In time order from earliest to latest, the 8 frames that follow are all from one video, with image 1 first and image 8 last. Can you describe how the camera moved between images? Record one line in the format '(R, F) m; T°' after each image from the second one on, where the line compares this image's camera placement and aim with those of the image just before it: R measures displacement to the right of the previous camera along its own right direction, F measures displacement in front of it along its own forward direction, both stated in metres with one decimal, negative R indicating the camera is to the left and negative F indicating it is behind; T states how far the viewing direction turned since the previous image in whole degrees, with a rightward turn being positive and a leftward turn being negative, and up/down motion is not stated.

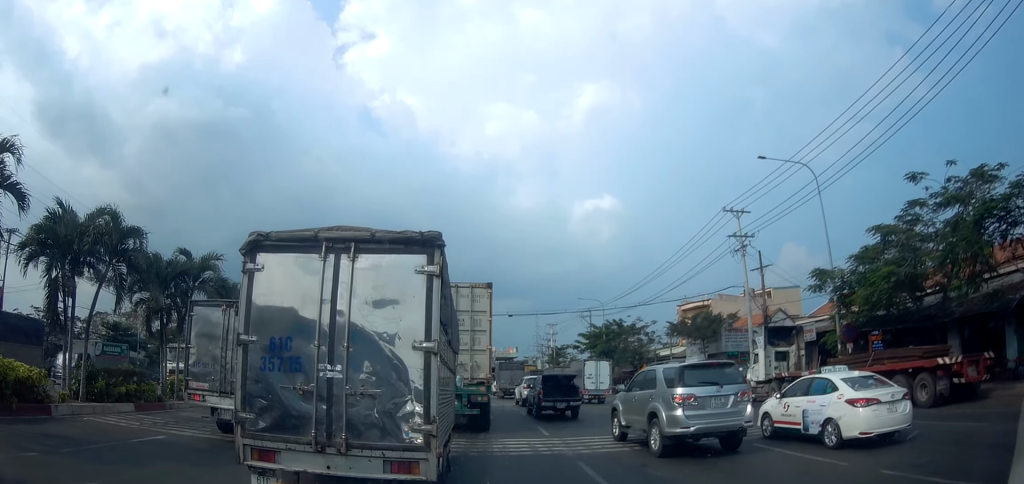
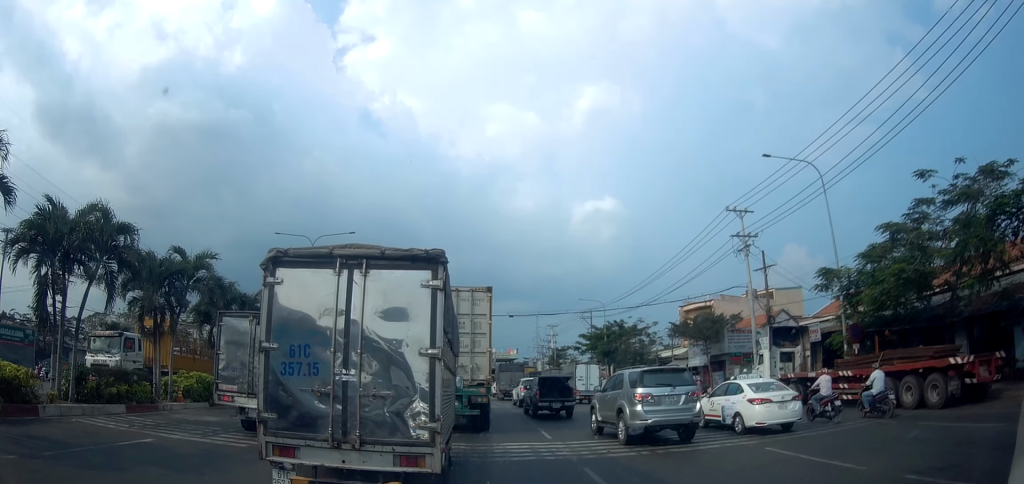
(0.0, +0.6) m; 0°
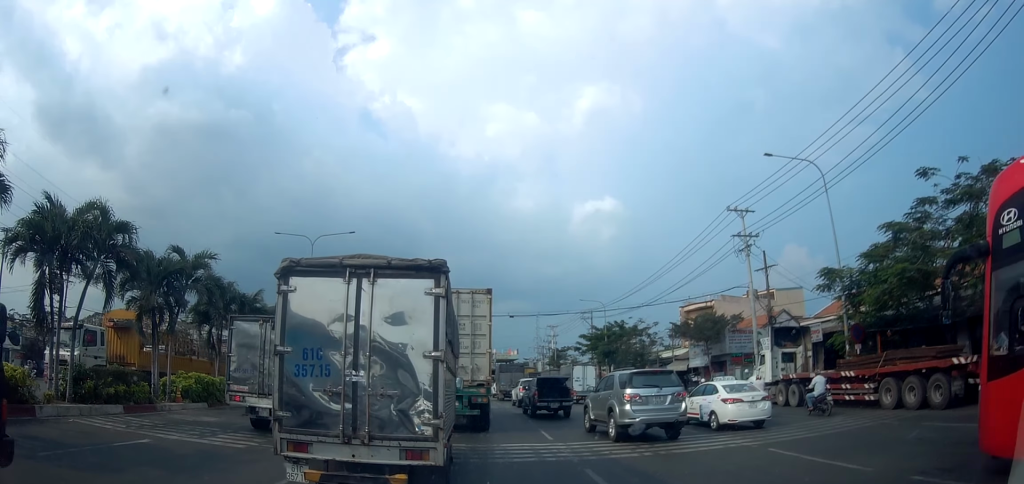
(0.0, 0.0) m; 0°
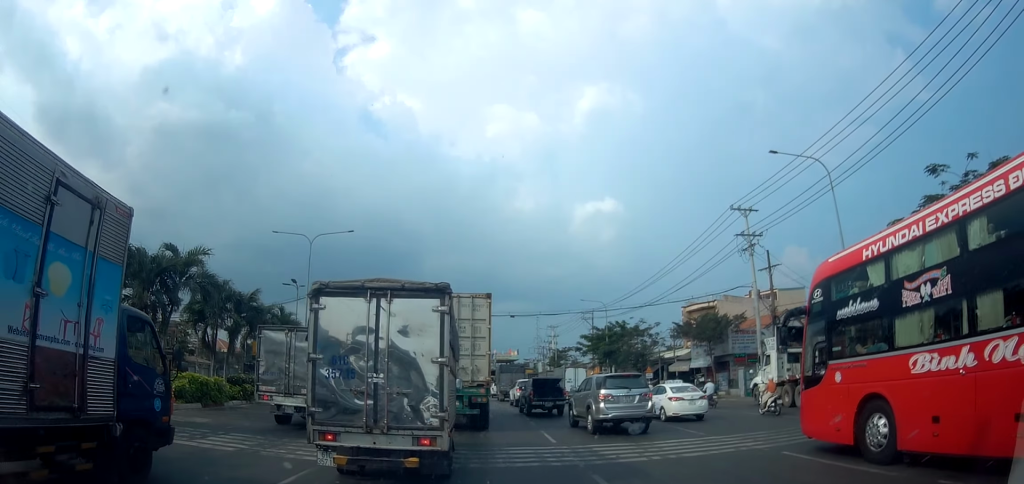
(-0.1, +0.7) m; 0°
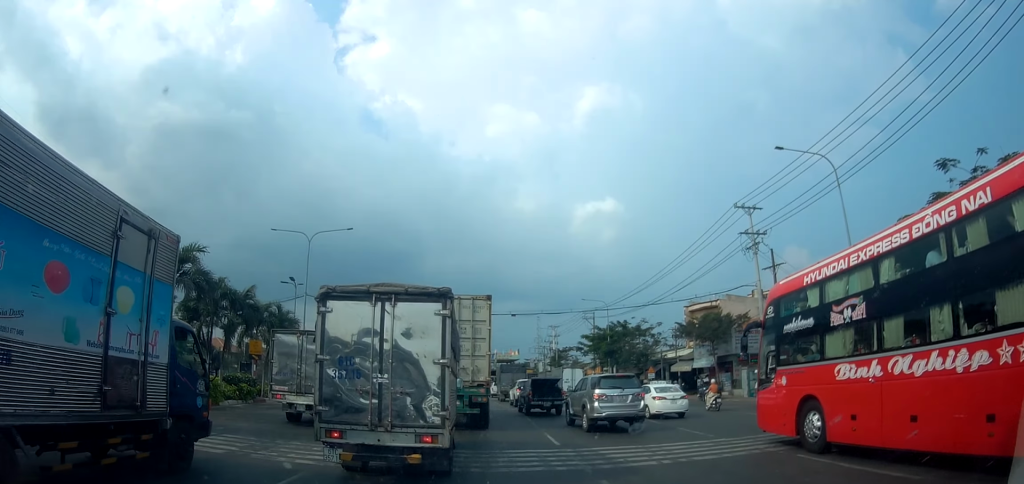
(0.0, +0.5) m; 0°
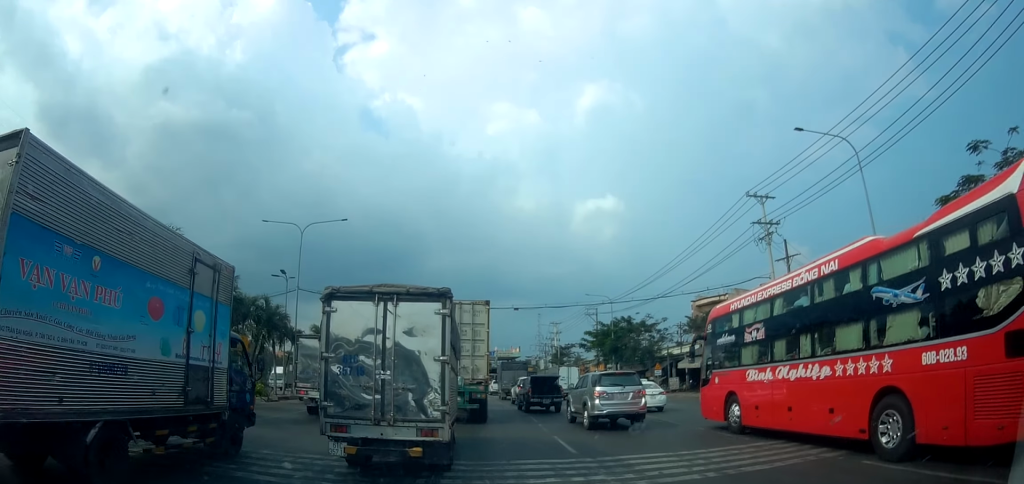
(+0.2, +1.2) m; 0°
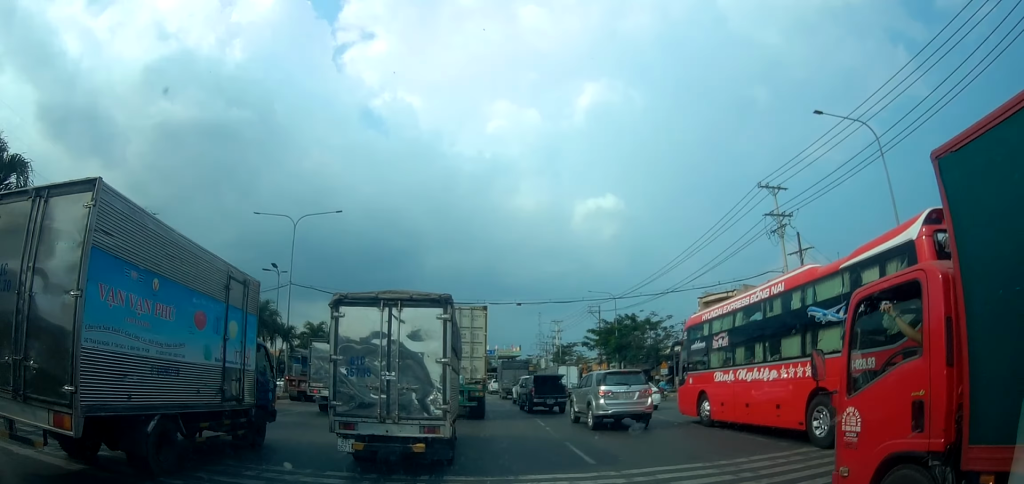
(+0.8, +0.8) m; +1°
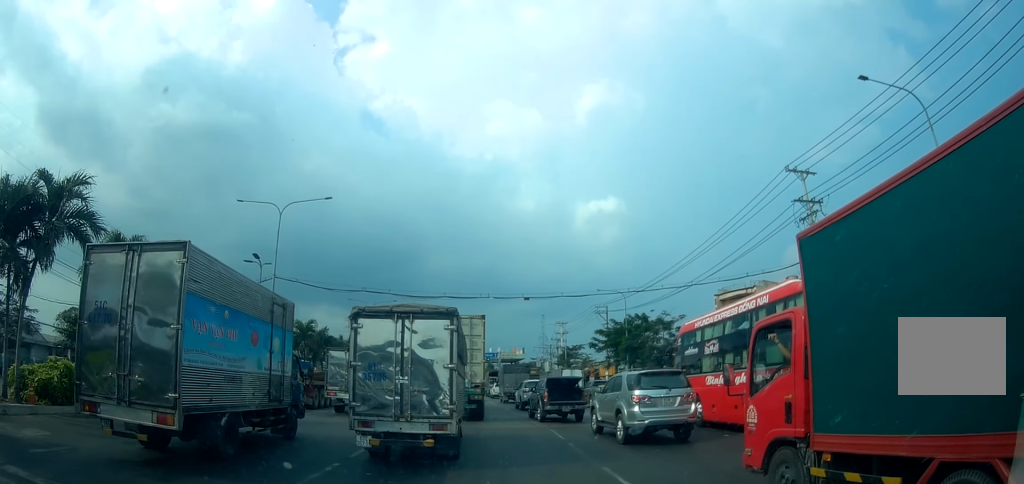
(+0.2, +3.6) m; -5°
